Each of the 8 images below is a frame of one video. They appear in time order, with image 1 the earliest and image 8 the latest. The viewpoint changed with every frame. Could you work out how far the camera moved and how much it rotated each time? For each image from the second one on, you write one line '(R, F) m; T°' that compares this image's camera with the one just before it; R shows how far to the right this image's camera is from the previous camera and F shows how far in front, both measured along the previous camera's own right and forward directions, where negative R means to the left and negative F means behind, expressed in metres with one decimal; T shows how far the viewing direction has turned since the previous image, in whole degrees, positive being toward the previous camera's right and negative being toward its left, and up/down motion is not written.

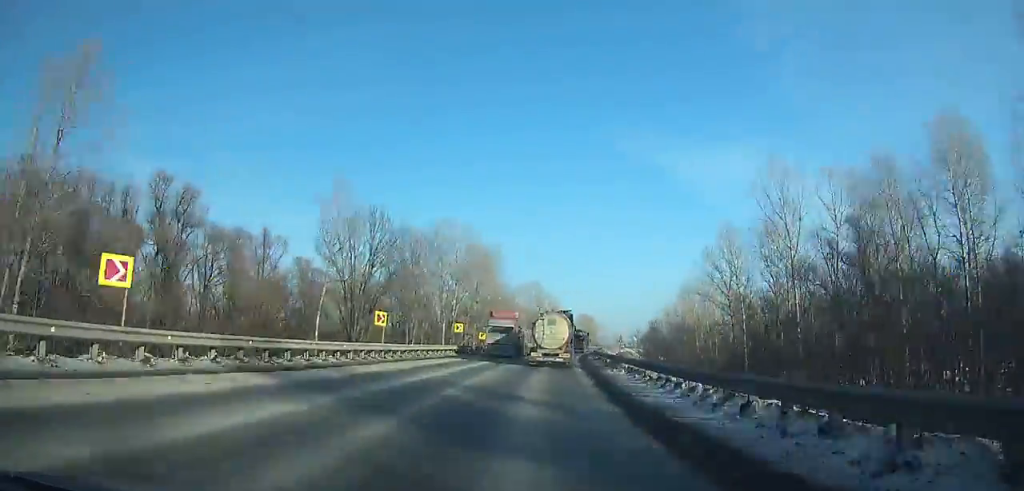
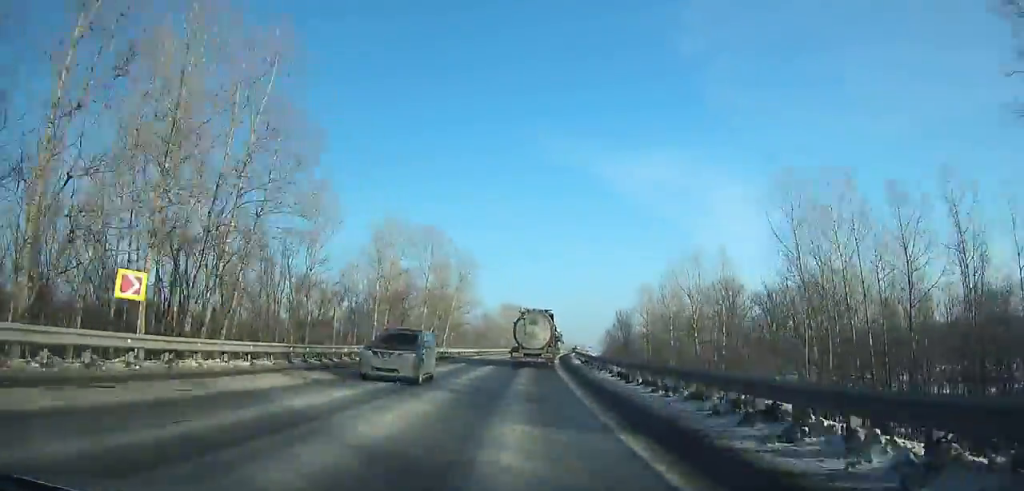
(+5.6, +75.6) m; +7°
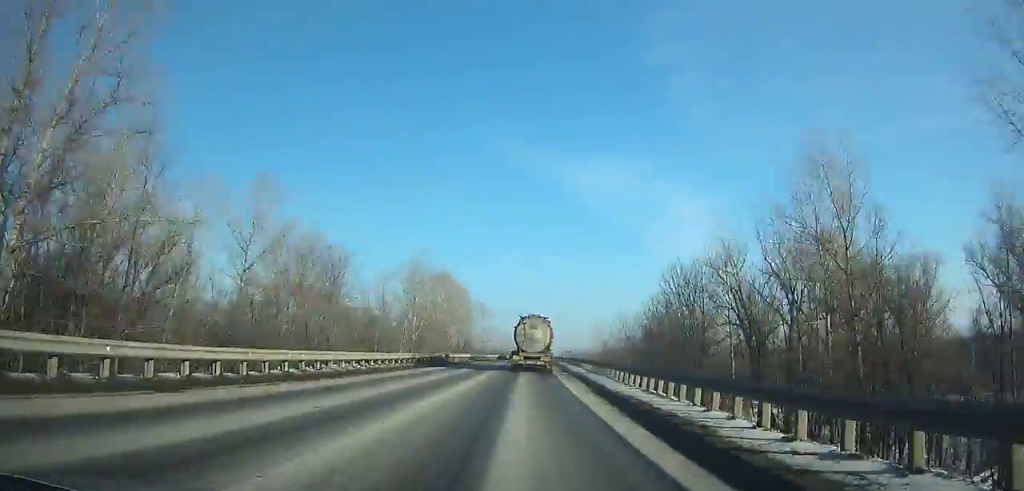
(+4.3, +85.3) m; +5°
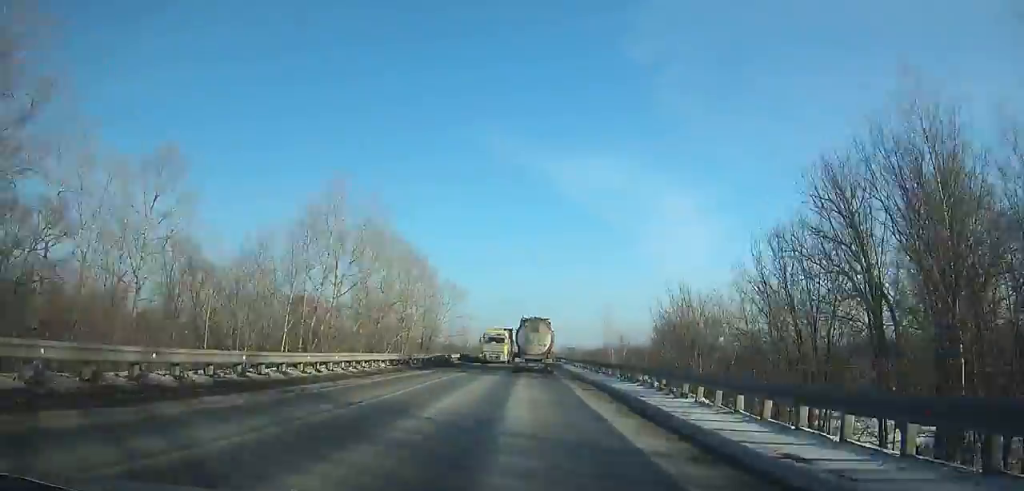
(+0.6, +35.3) m; +1°
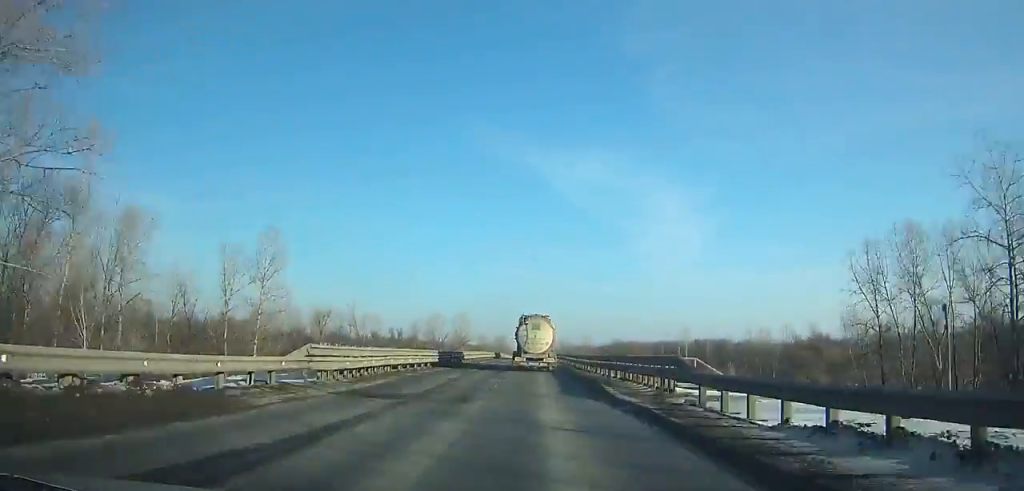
(+1.0, +92.7) m; +1°
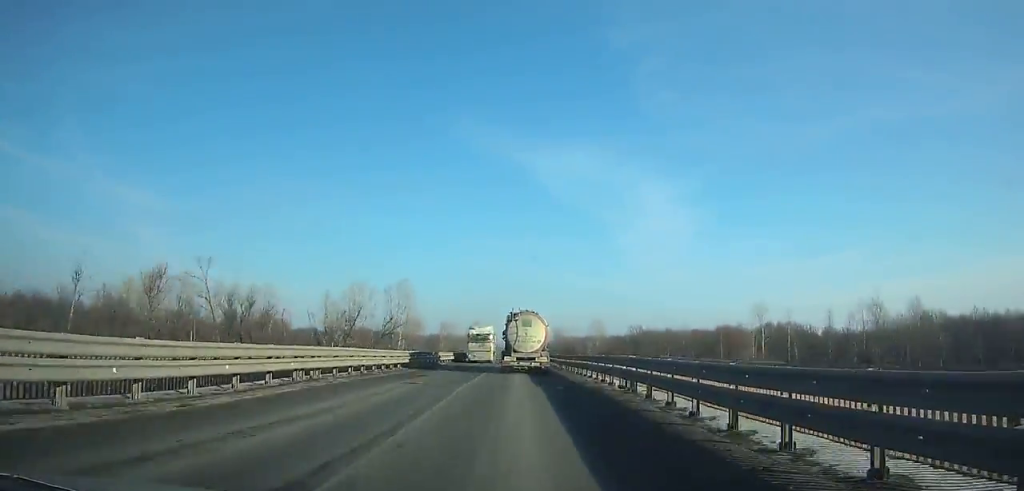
(+0.8, +88.4) m; 0°
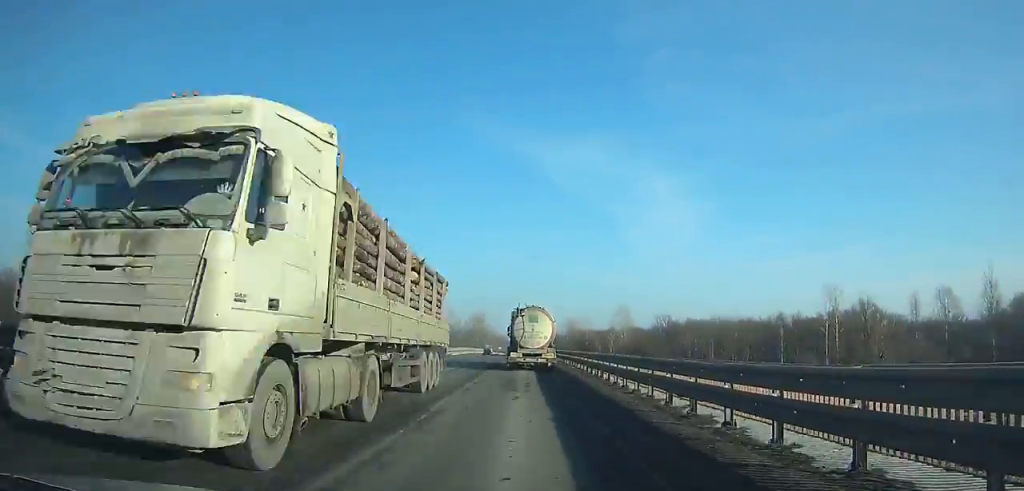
(0.0, +33.3) m; 0°
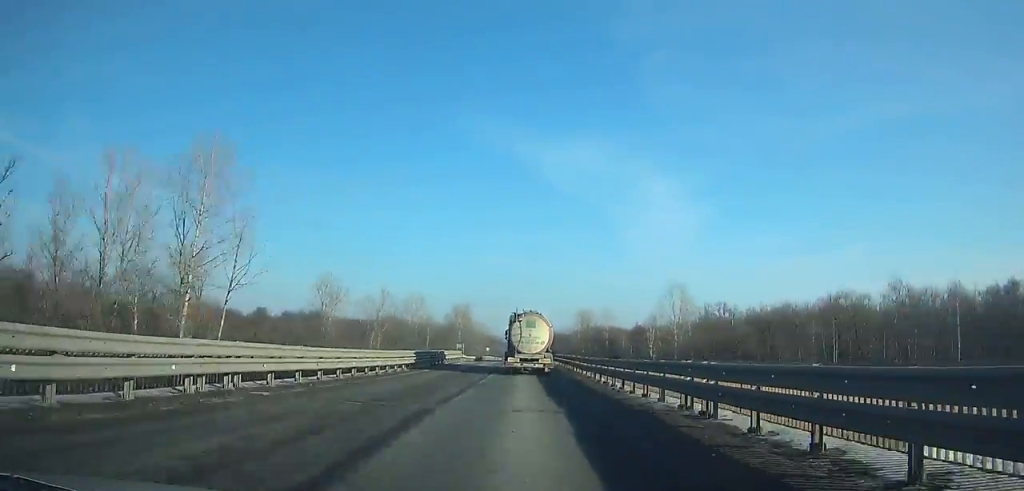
(-0.2, +55.8) m; 0°
